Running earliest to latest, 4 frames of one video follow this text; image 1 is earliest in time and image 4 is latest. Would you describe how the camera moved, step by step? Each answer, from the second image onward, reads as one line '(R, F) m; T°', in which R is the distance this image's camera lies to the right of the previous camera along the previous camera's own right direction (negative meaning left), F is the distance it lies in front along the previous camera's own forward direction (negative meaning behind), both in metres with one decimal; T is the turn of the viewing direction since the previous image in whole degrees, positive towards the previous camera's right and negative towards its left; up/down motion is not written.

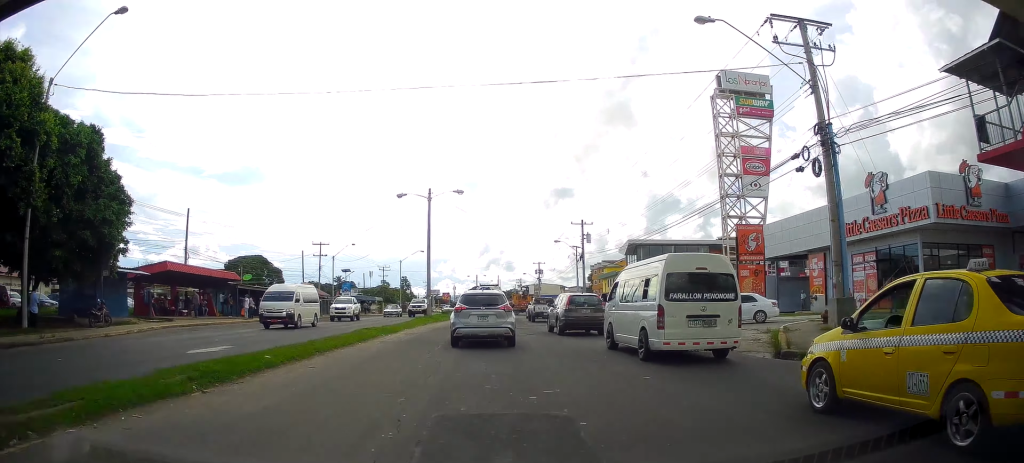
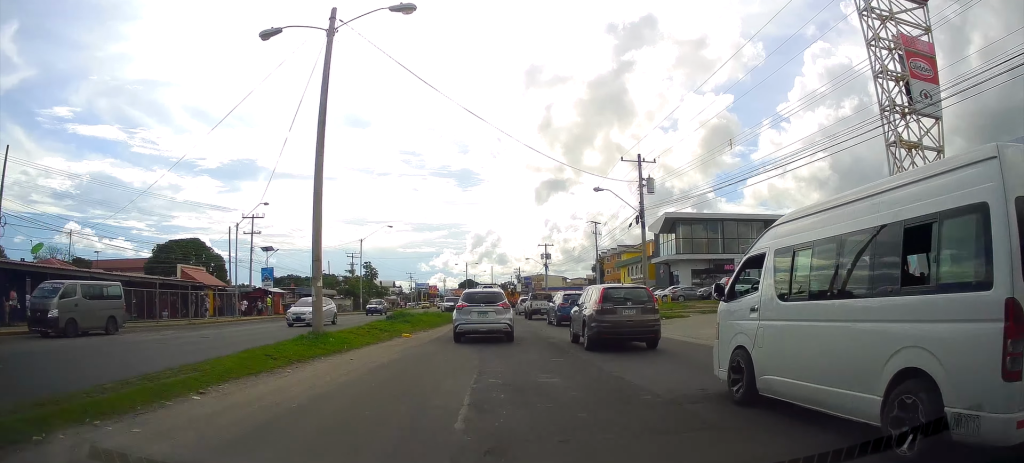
(-0.2, +24.3) m; 0°
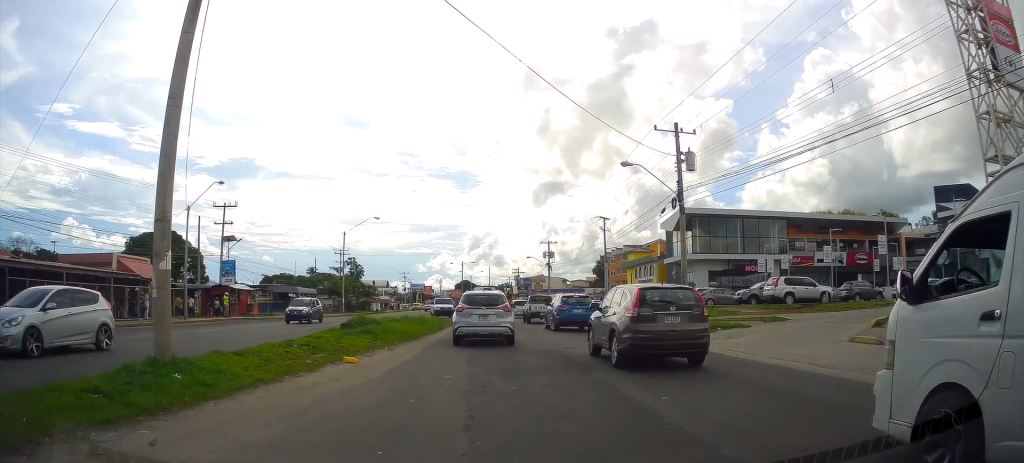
(+0.2, +7.3) m; 0°
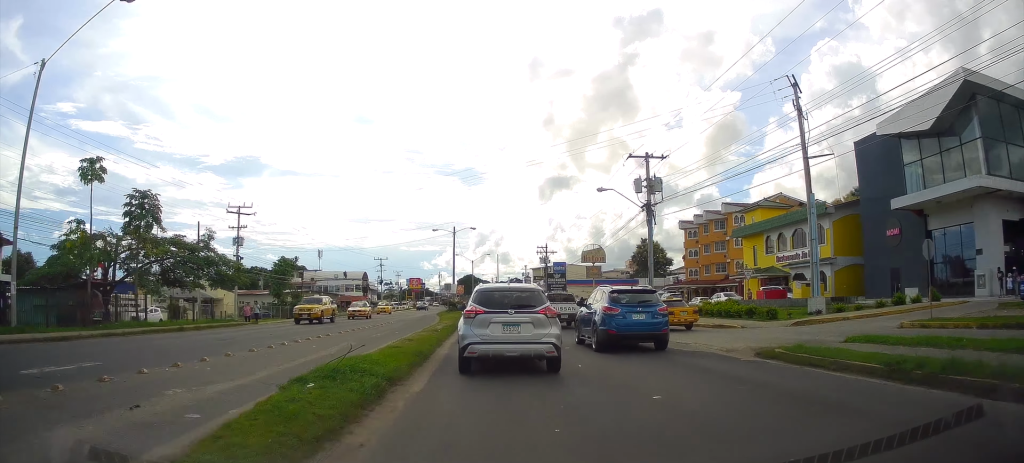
(+0.2, +46.6) m; +2°
